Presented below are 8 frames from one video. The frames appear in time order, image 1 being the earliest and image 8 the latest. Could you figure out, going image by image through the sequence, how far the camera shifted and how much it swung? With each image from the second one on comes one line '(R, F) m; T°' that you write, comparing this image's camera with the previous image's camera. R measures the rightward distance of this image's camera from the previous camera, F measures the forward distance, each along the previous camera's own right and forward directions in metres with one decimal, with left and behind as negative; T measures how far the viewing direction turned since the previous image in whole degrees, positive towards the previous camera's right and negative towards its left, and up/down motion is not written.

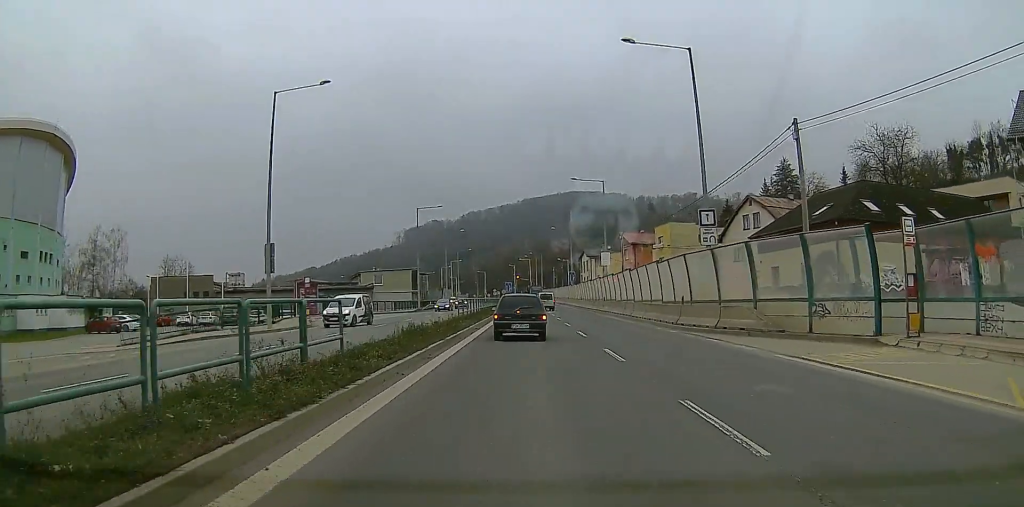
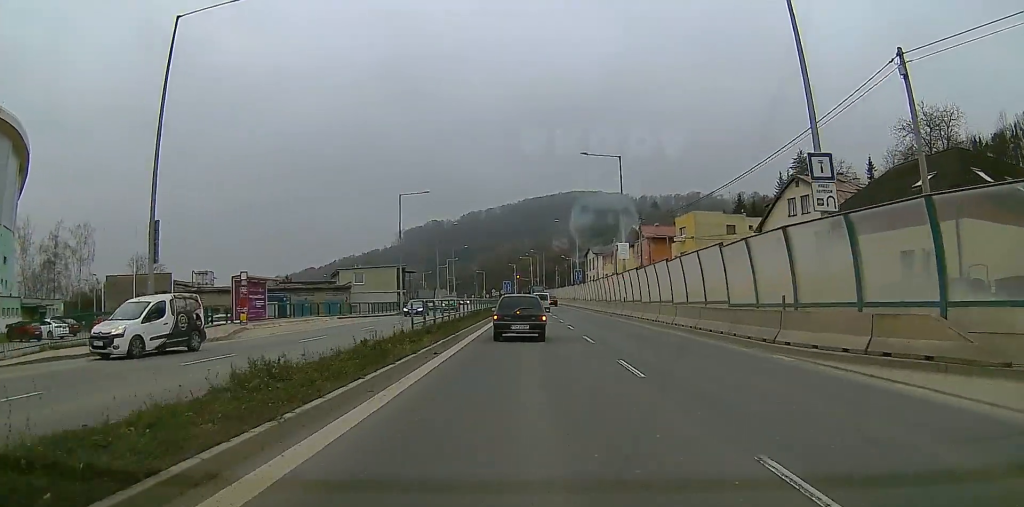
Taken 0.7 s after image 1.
(0.0, +11.7) m; 0°
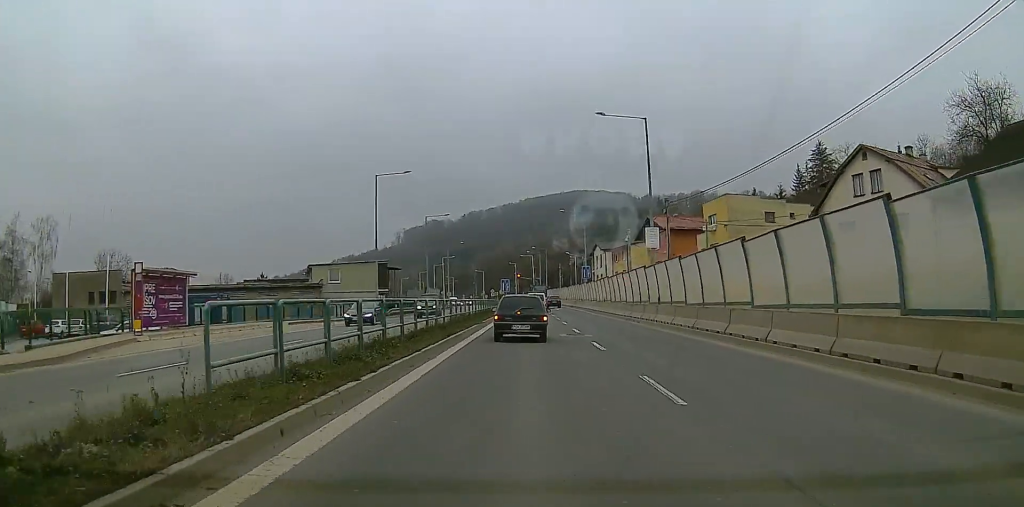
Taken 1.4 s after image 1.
(0.0, +11.7) m; -1°
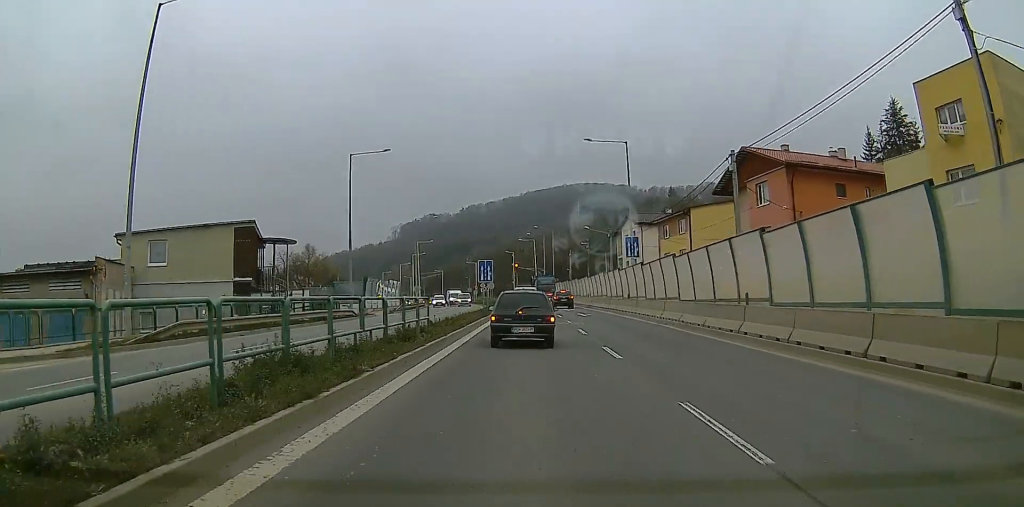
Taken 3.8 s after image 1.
(-0.4, +38.5) m; +1°
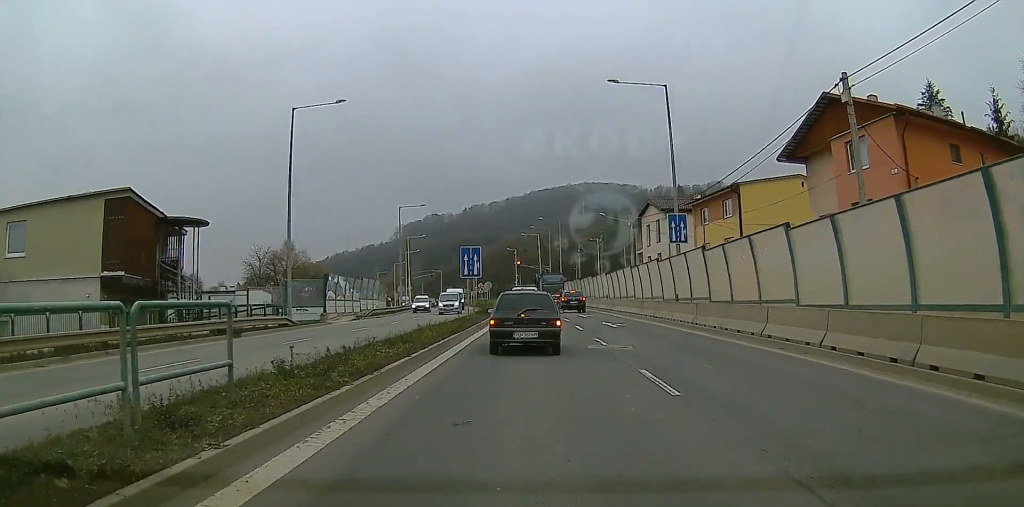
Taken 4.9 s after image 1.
(+0.1, +14.5) m; 0°
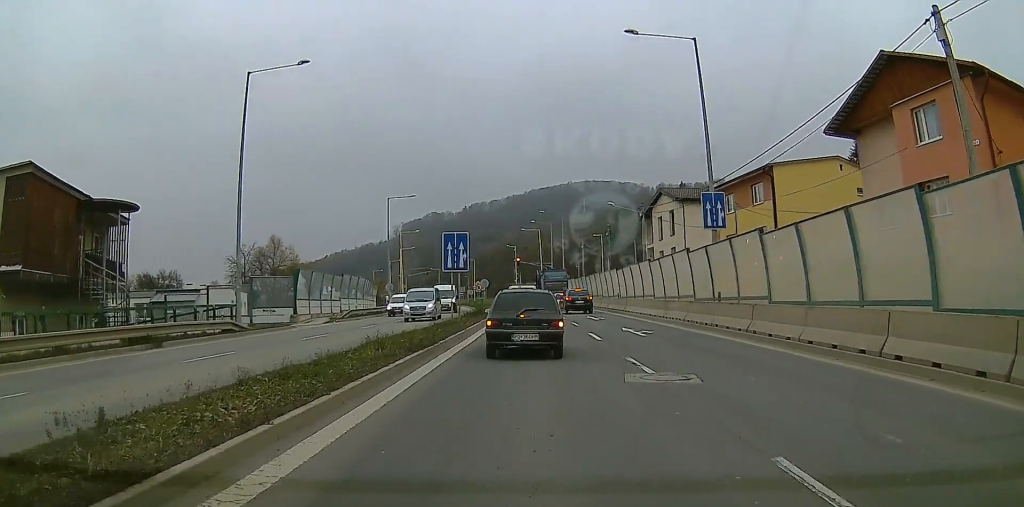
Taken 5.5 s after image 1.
(0.0, +7.0) m; 0°
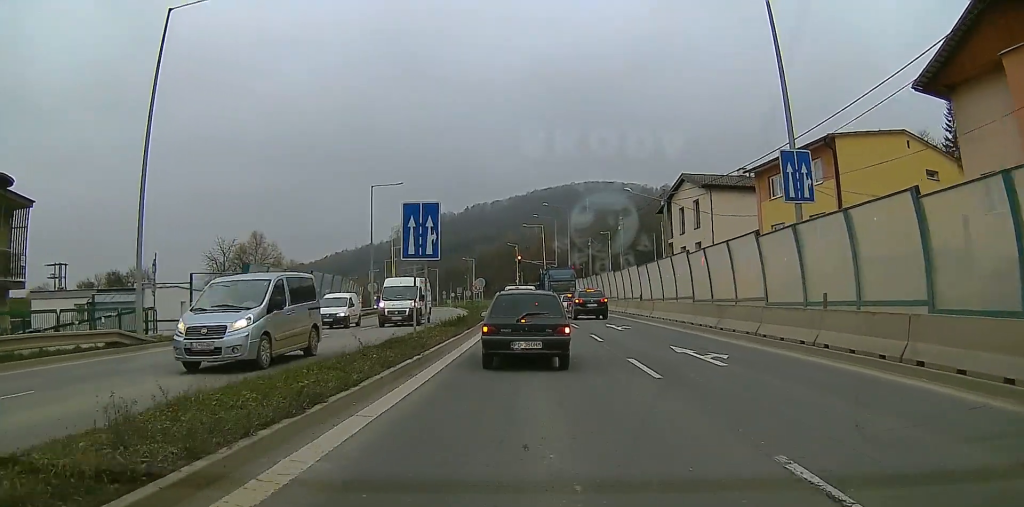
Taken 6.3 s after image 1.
(0.0, +9.5) m; 0°
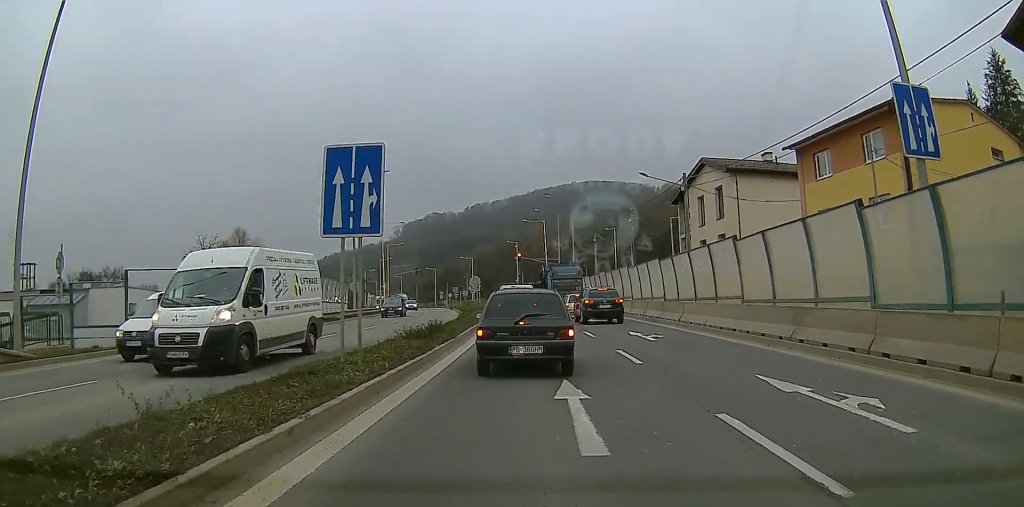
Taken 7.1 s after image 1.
(0.0, +7.5) m; 0°
